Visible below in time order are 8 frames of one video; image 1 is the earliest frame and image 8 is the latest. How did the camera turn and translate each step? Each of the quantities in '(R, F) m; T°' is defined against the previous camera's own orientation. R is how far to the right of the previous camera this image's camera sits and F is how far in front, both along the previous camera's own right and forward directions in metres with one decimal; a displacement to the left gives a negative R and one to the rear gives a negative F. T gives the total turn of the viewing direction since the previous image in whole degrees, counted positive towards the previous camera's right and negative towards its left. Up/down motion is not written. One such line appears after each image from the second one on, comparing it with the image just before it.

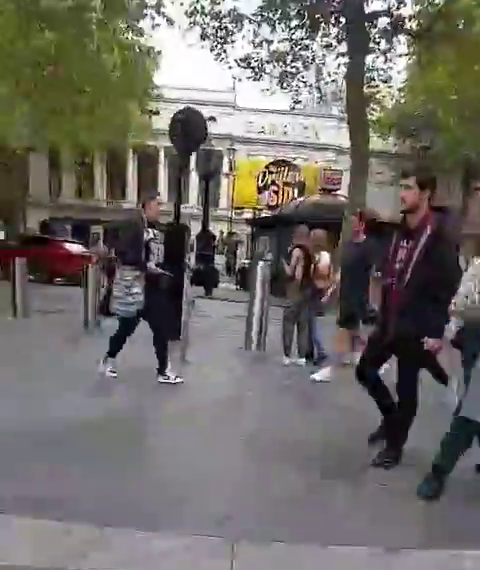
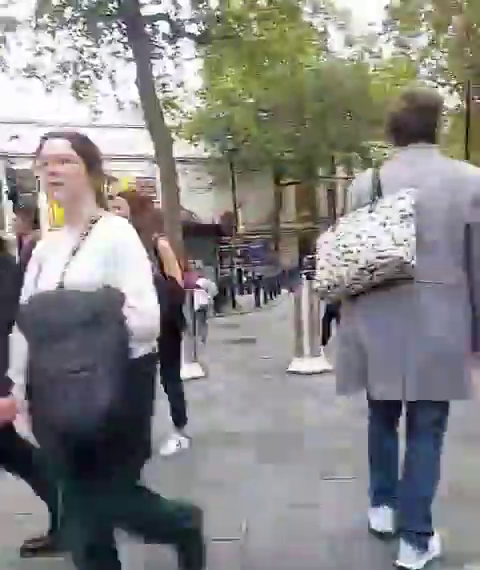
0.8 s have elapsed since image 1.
(0.0, +1.0) m; +1°
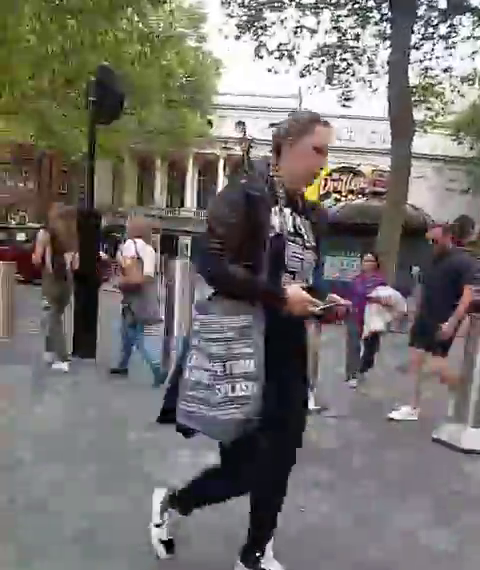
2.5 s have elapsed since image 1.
(+0.1, +2.3) m; +2°
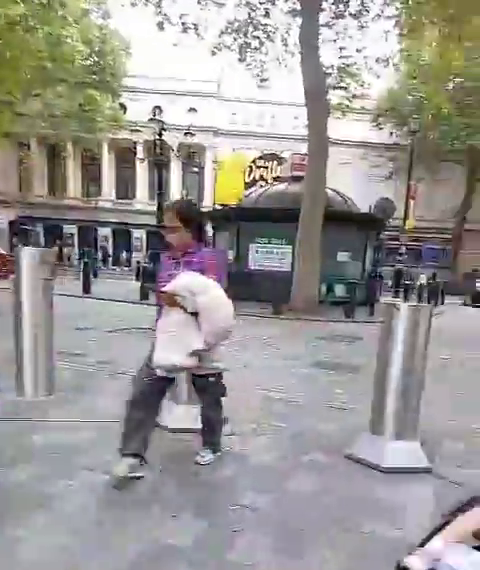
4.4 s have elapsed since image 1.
(0.0, +2.3) m; +1°
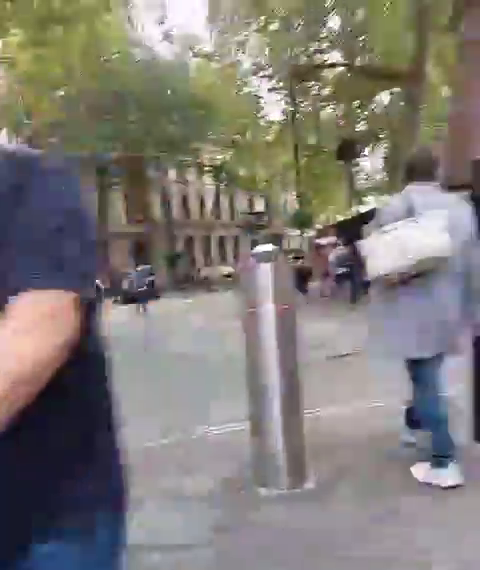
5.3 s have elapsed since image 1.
(0.0, +1.1) m; +3°
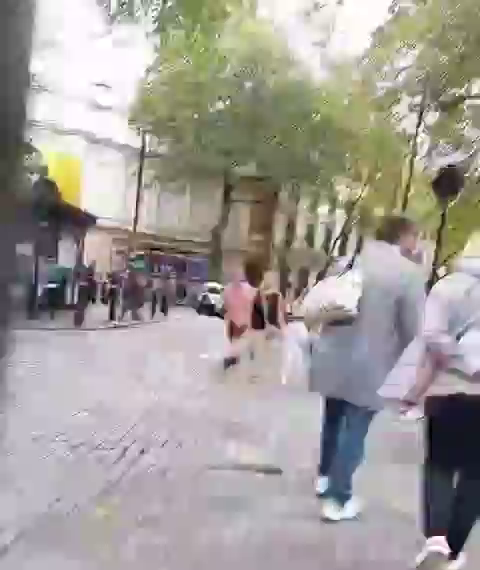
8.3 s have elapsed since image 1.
(+0.3, +3.5) m; +6°
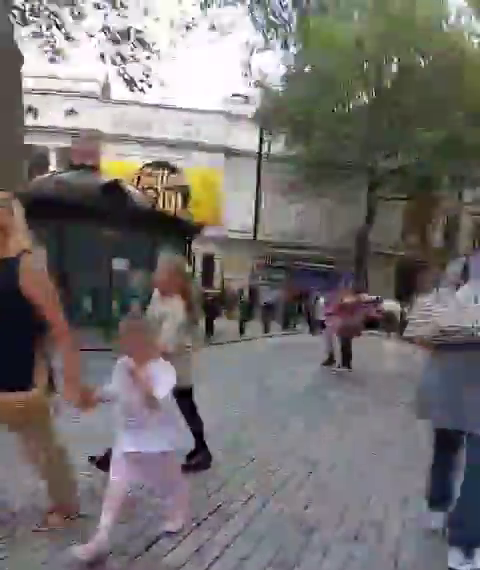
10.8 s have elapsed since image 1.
(-0.4, +2.7) m; -21°
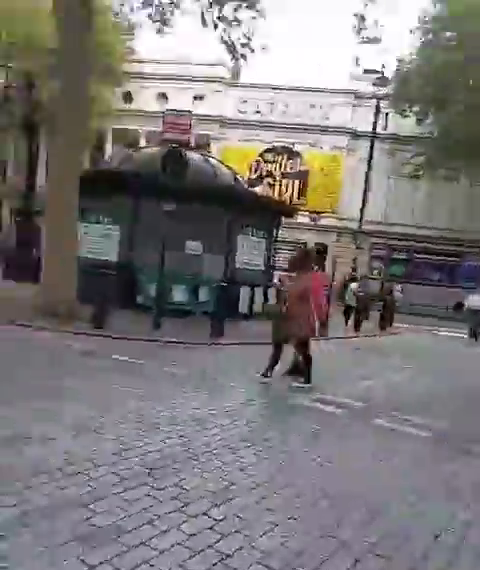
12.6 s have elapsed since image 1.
(-0.2, +1.9) m; -6°
